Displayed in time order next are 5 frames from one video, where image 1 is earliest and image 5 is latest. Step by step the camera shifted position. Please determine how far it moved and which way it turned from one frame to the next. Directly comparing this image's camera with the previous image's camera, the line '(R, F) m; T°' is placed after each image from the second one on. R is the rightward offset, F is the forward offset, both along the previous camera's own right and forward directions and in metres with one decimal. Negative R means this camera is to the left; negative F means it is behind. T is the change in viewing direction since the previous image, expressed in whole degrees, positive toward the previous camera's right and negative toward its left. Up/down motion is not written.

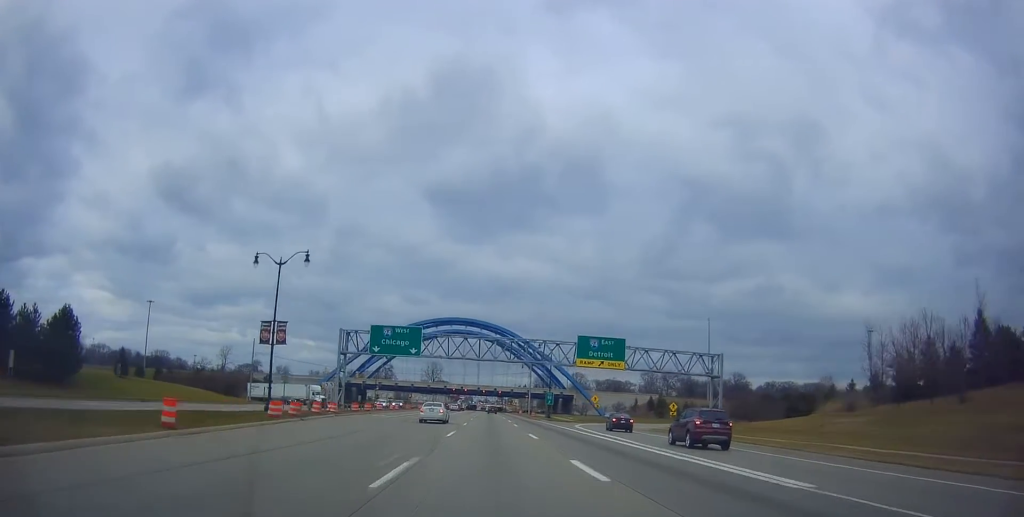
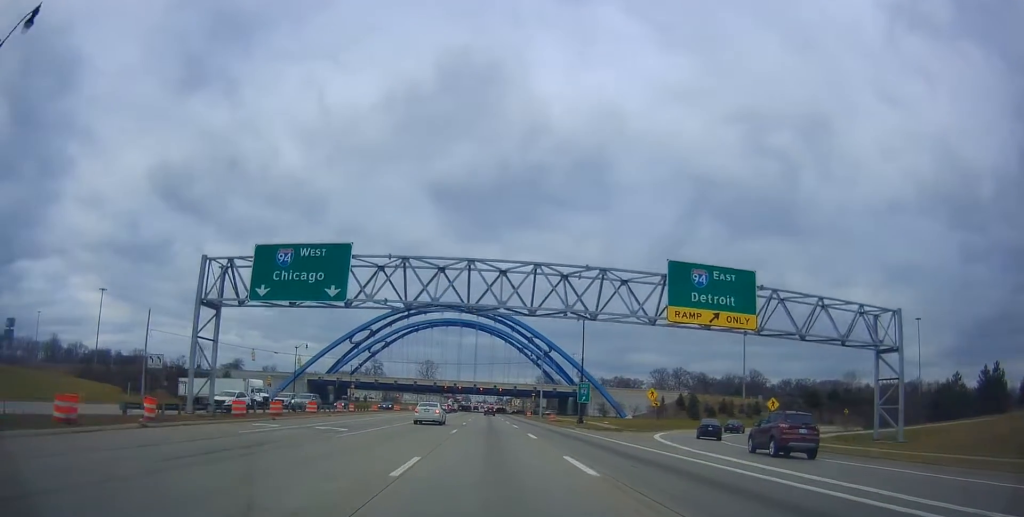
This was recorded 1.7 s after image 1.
(0.0, +29.3) m; -2°
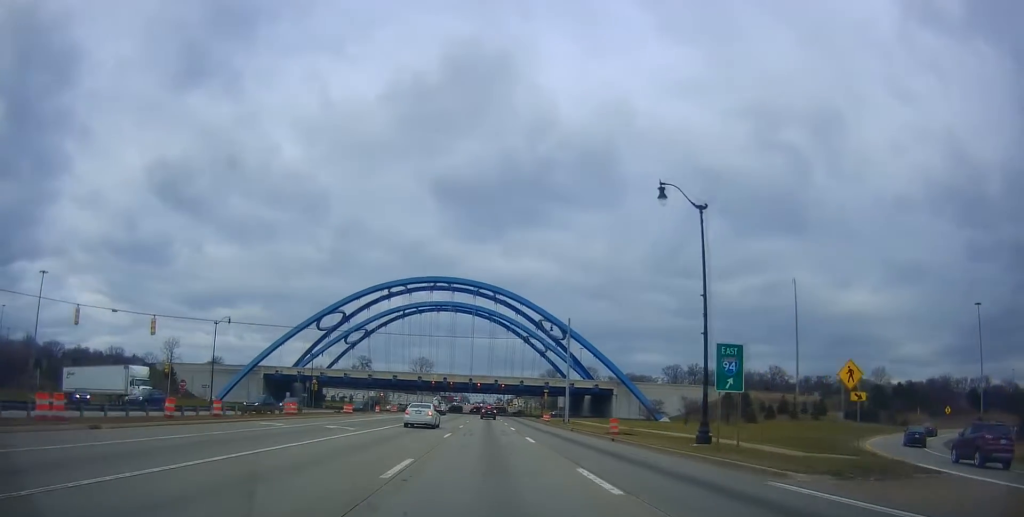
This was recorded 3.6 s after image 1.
(-0.8, +30.3) m; 0°
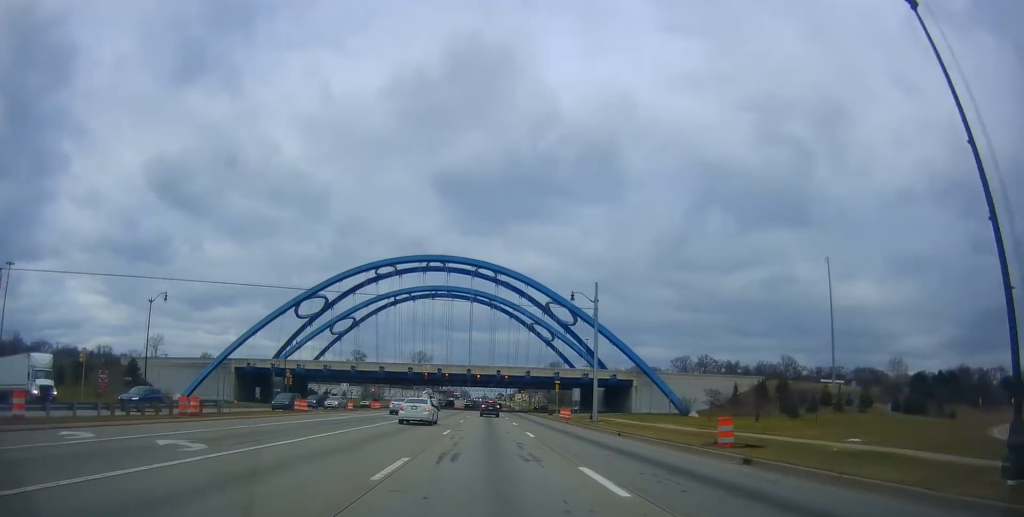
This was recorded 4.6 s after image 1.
(+0.4, +14.4) m; +2°
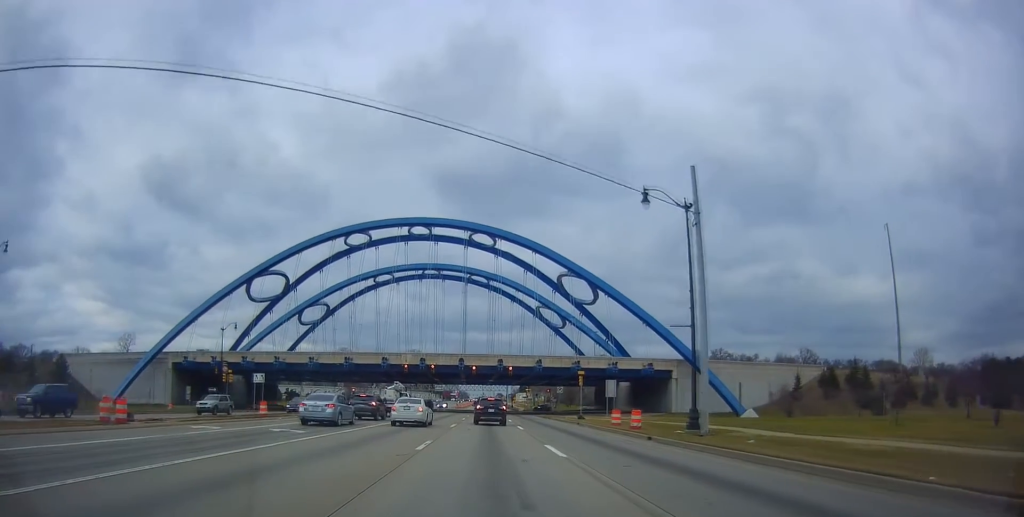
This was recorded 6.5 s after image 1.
(0.0, +21.8) m; 0°
